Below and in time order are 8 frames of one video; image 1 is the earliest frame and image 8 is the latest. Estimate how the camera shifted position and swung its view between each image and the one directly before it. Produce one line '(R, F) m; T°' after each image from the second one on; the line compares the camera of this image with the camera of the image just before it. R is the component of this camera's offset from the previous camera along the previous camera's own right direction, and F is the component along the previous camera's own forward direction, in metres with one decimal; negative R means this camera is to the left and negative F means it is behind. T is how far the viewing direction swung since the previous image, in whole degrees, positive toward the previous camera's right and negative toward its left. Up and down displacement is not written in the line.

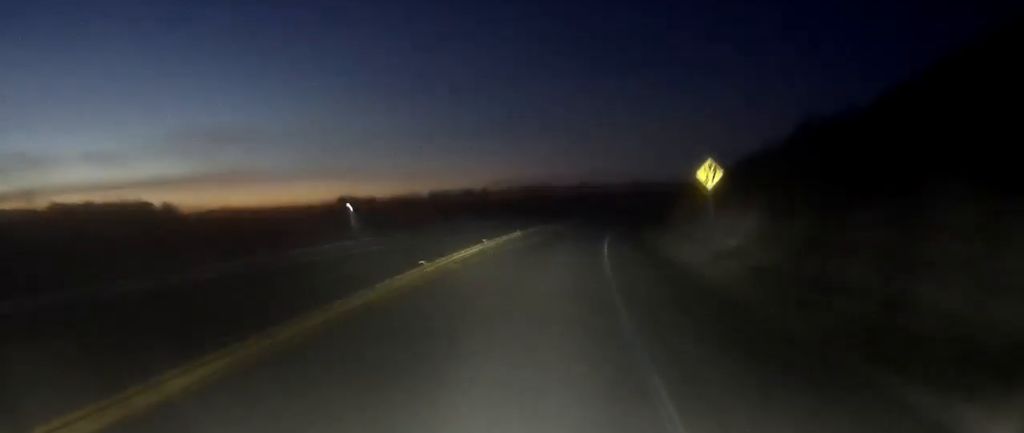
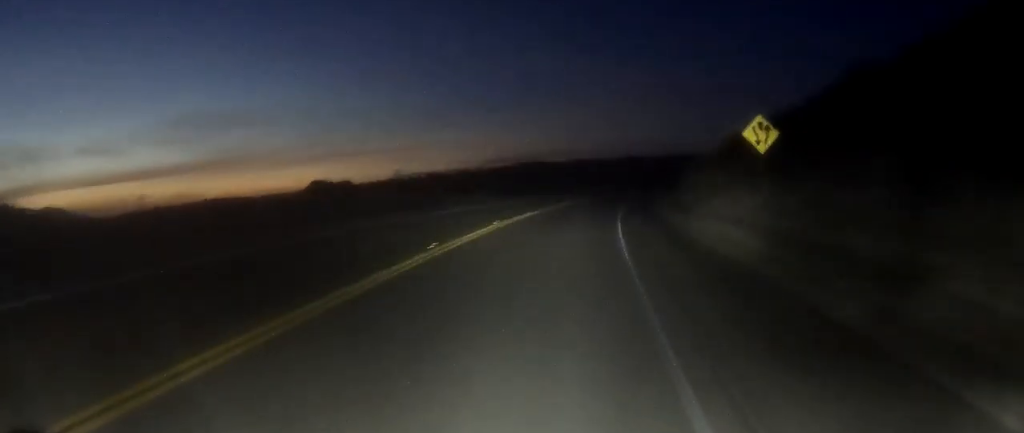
(+0.2, +9.7) m; -1°
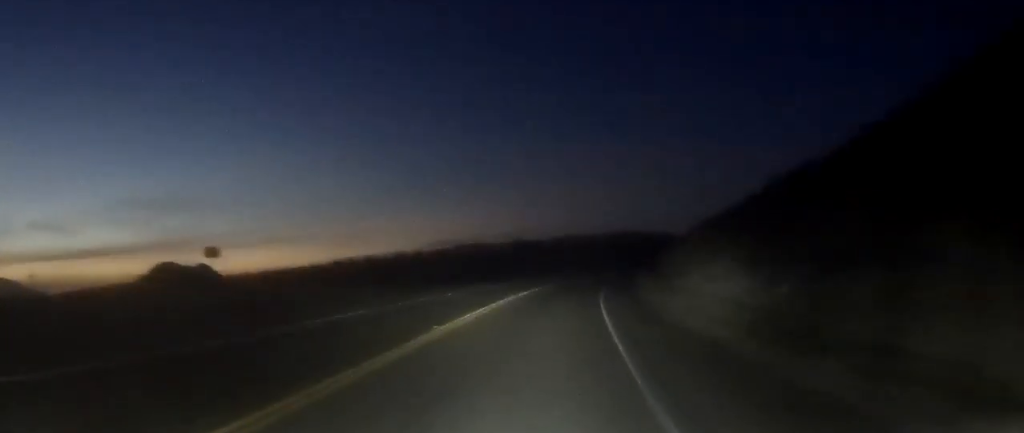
(-0.6, +25.5) m; +1°
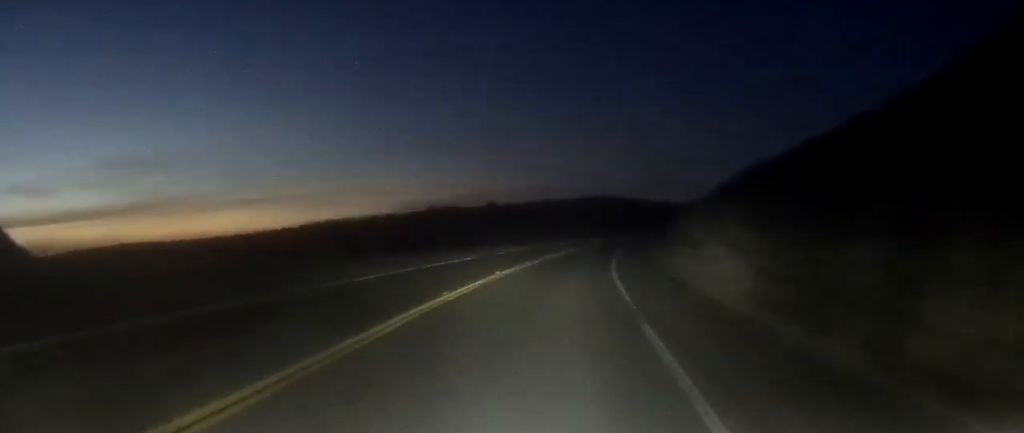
(+1.4, +26.3) m; +5°
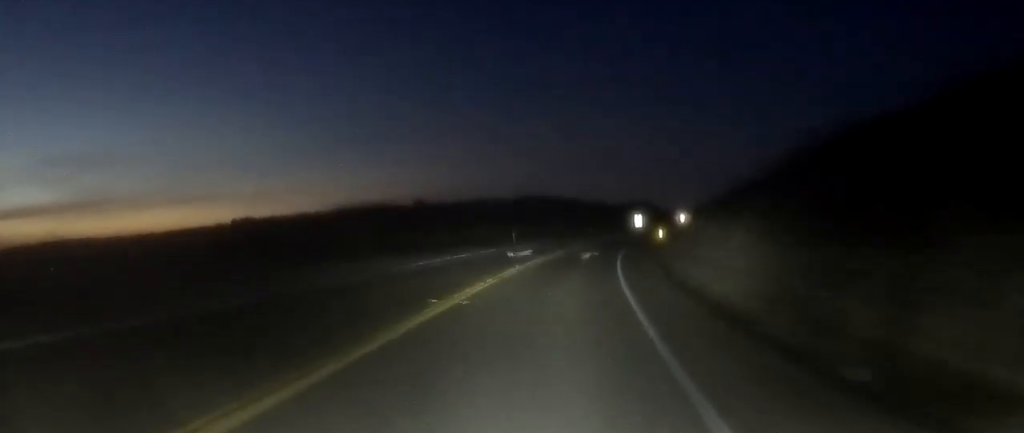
(+2.9, +45.3) m; +7°
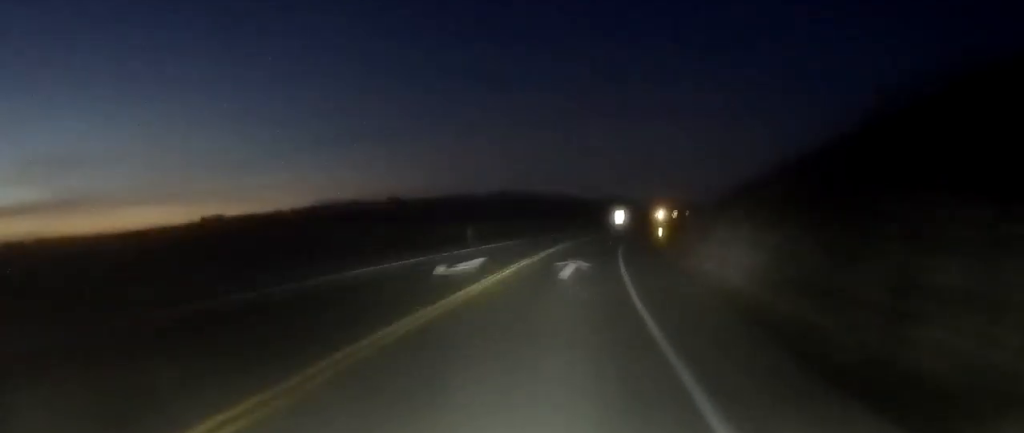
(+0.3, +15.4) m; +2°
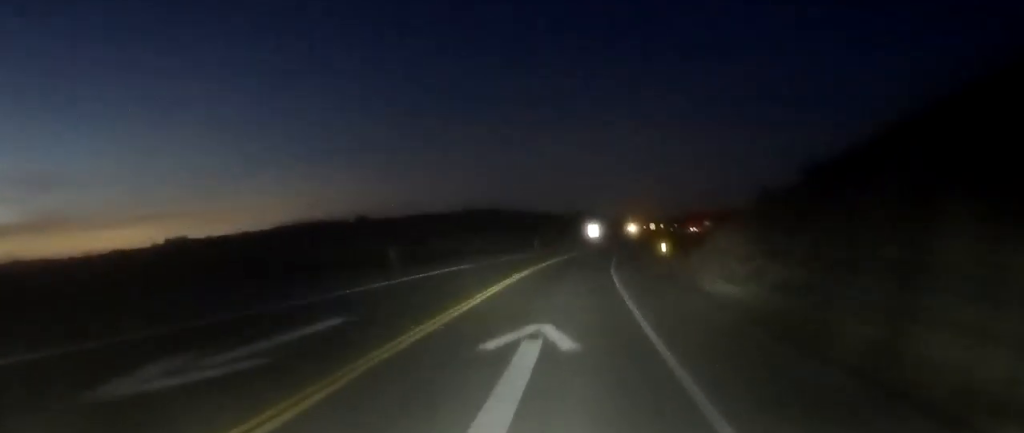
(+0.2, +15.6) m; +2°
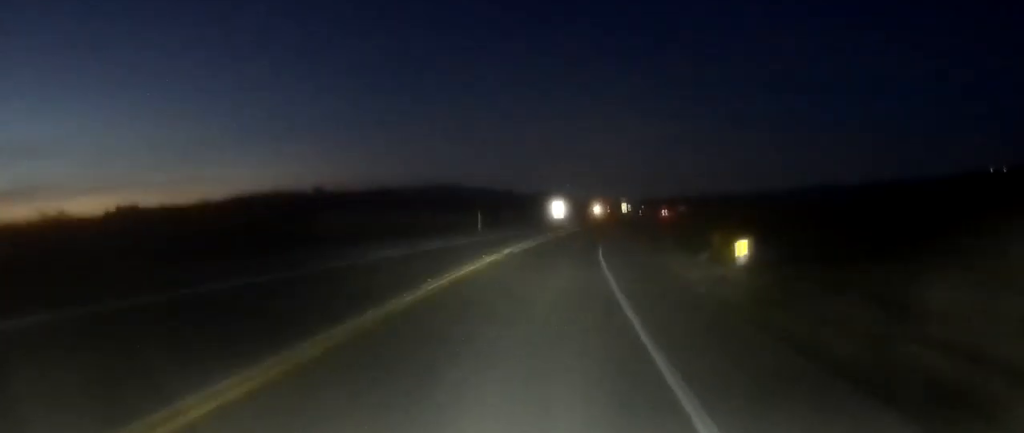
(+0.8, +23.1) m; +3°
